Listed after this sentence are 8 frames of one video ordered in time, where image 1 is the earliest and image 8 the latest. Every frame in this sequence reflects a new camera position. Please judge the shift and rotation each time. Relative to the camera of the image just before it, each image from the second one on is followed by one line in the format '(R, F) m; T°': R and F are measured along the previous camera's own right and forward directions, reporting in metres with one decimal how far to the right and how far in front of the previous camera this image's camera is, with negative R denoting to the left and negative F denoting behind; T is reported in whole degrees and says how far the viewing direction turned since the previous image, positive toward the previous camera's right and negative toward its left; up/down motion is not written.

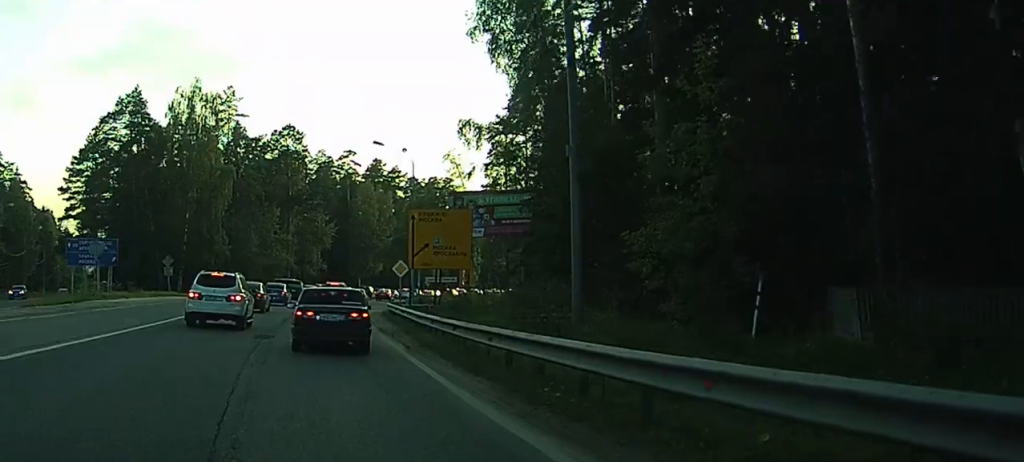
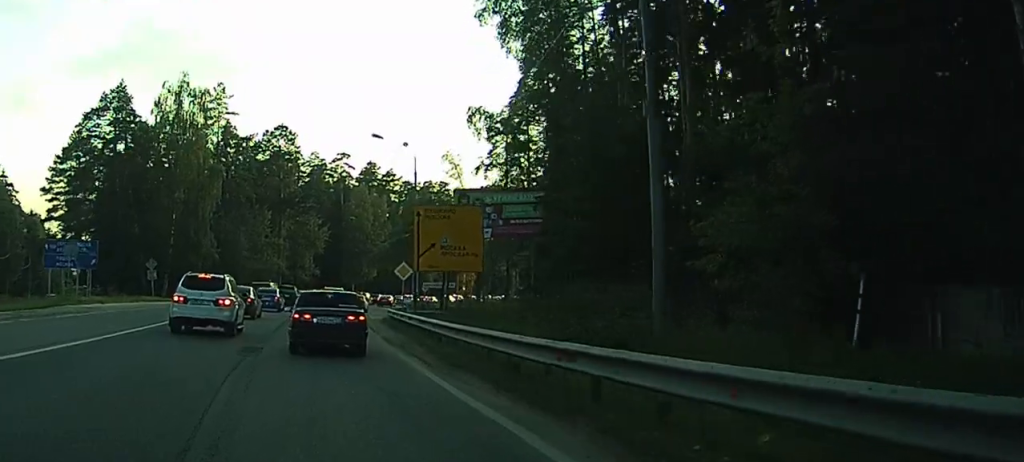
(-0.1, +4.1) m; -1°
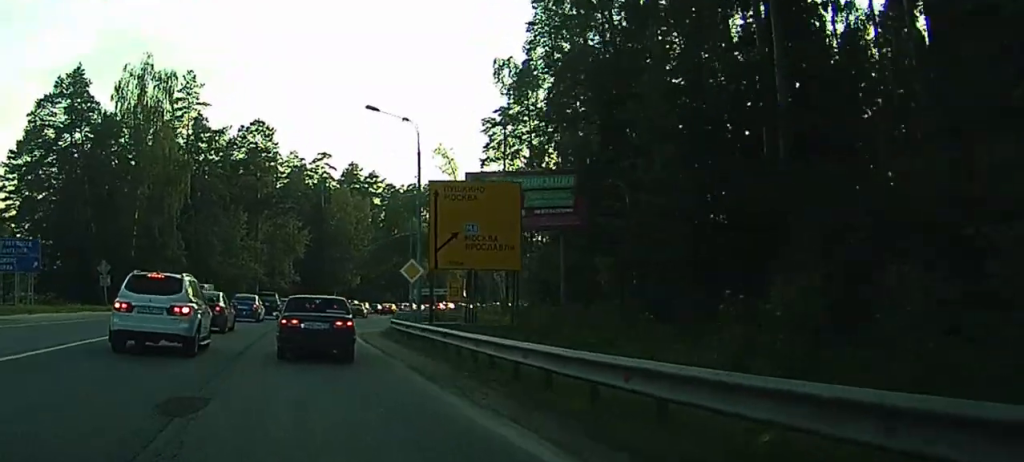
(+0.1, +9.1) m; +1°
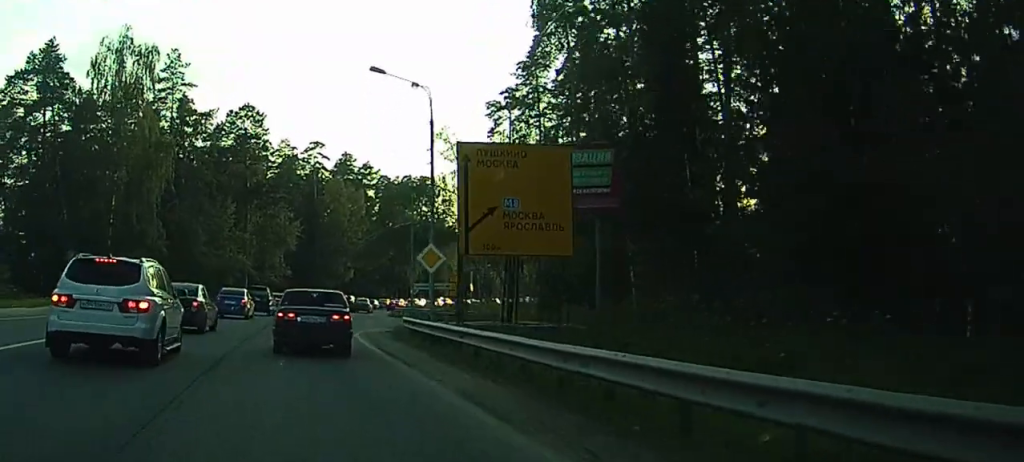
(+0.1, +6.3) m; +2°
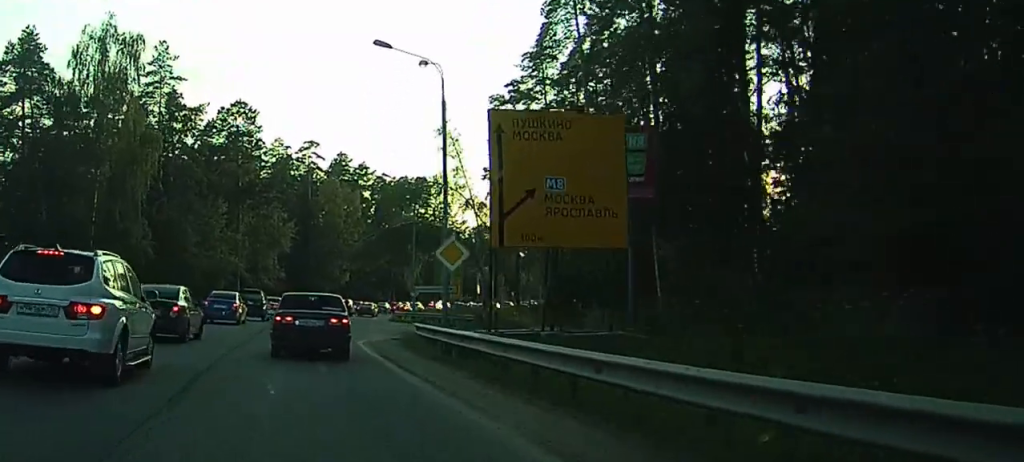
(0.0, +4.4) m; +1°
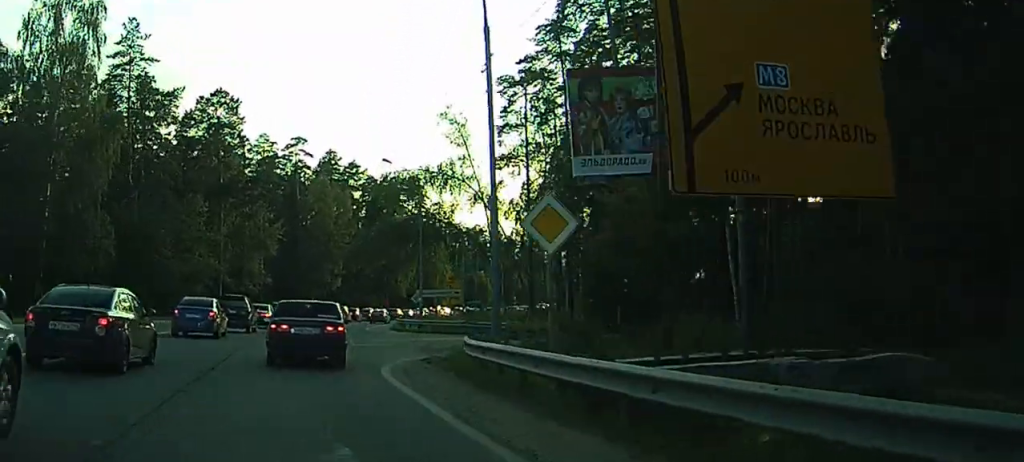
(+0.2, +10.3) m; 0°
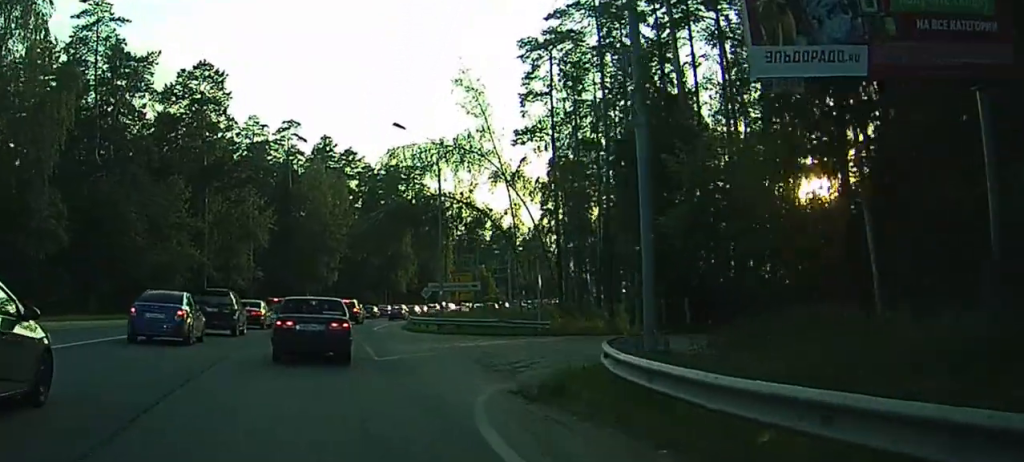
(+0.1, +12.5) m; +8°
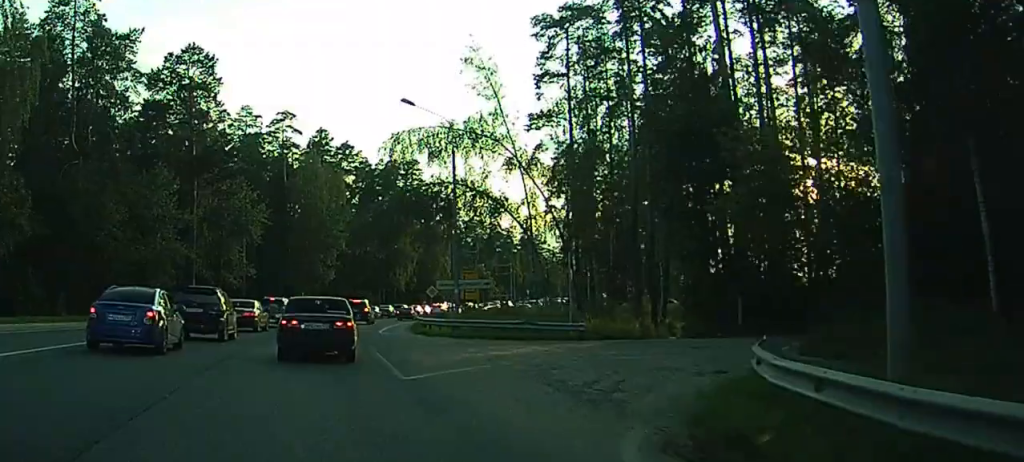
(+0.4, +7.6) m; +9°
